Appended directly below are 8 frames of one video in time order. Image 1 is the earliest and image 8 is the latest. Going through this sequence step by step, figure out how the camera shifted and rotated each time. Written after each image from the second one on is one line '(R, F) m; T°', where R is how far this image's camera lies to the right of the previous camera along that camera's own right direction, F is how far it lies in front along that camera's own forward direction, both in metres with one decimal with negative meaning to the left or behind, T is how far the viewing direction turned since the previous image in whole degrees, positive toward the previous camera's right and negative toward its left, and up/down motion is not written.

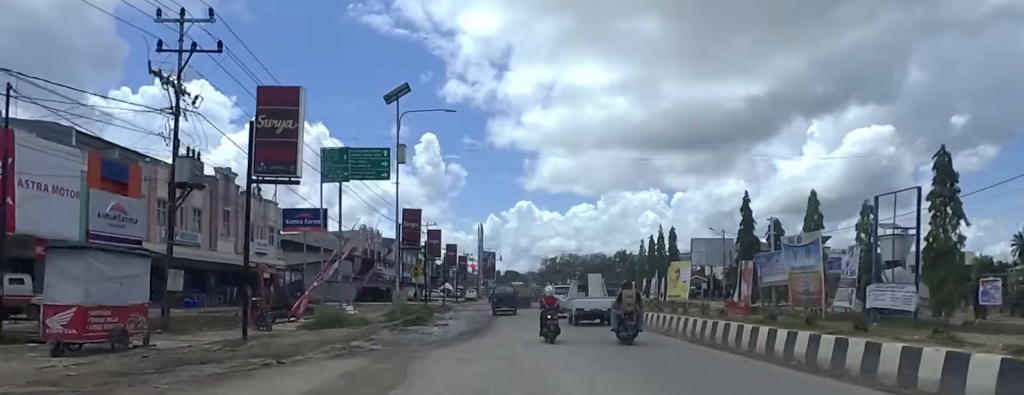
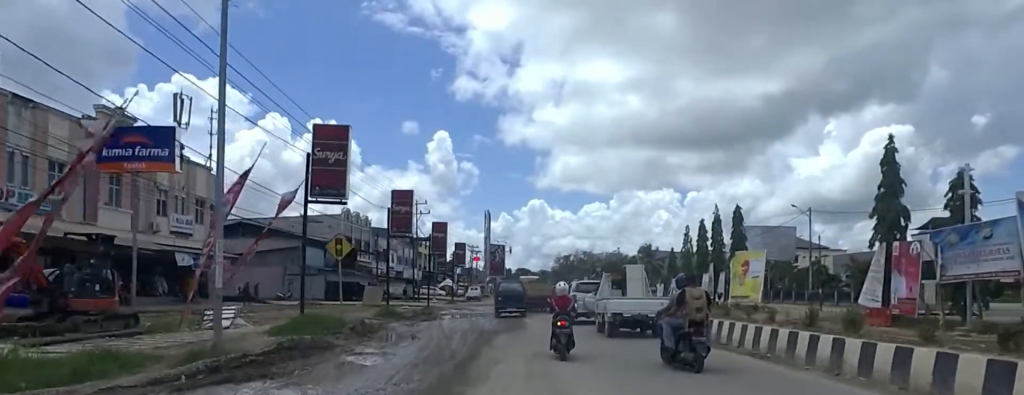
(0.0, +15.9) m; 0°
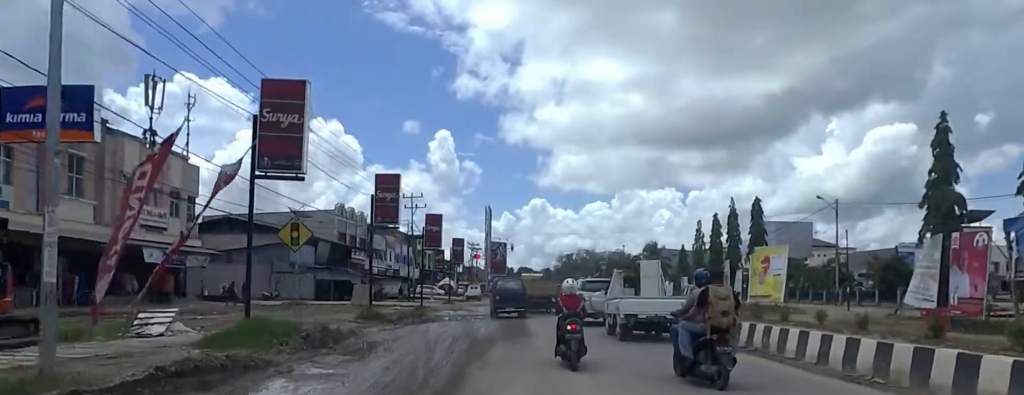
(0.0, +3.4) m; 0°
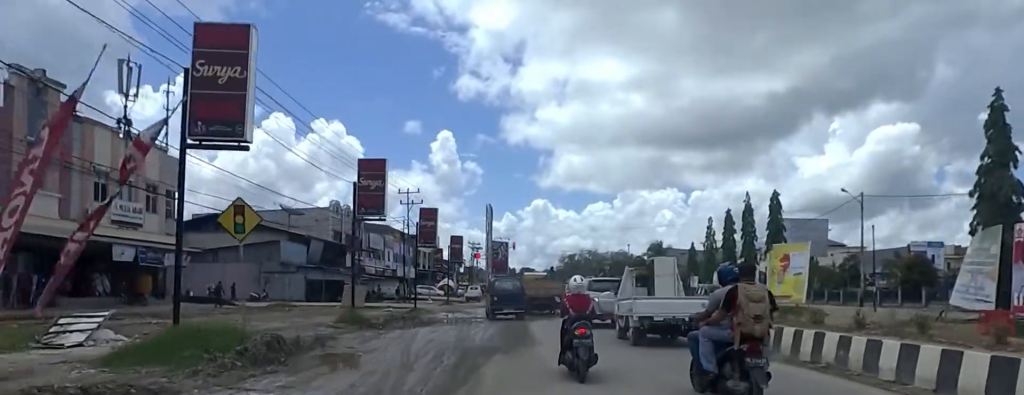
(0.0, +2.7) m; 0°
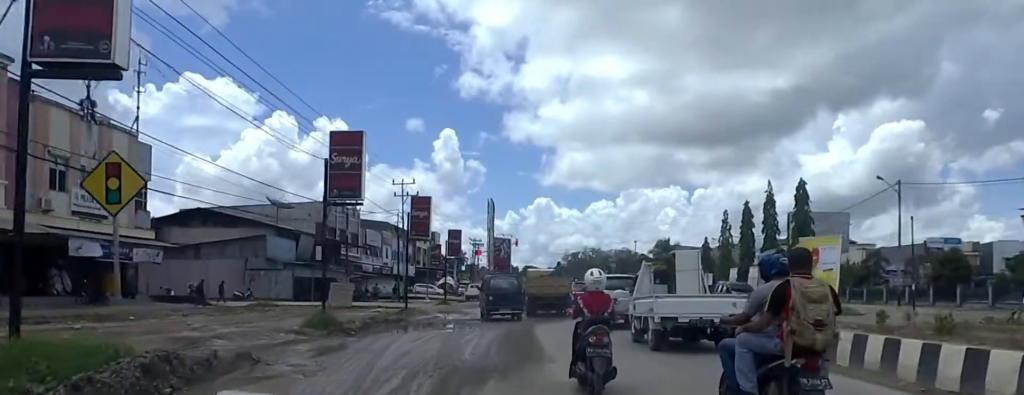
(0.0, +3.2) m; 0°
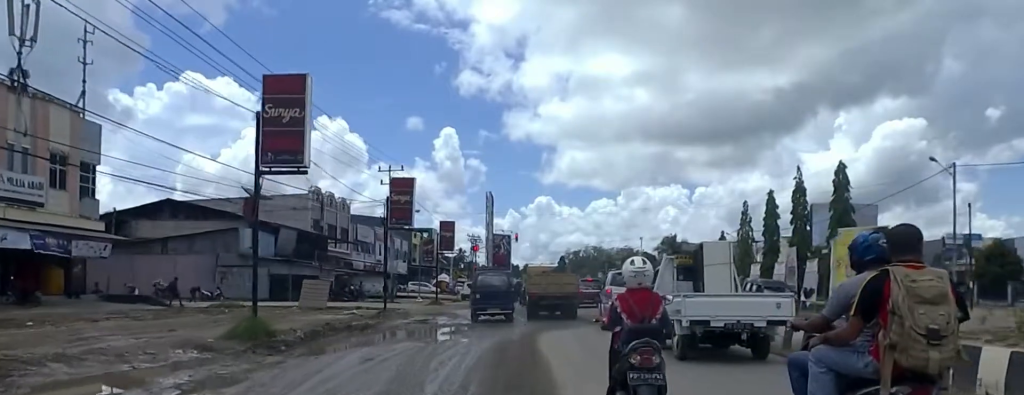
(0.0, +4.5) m; 0°
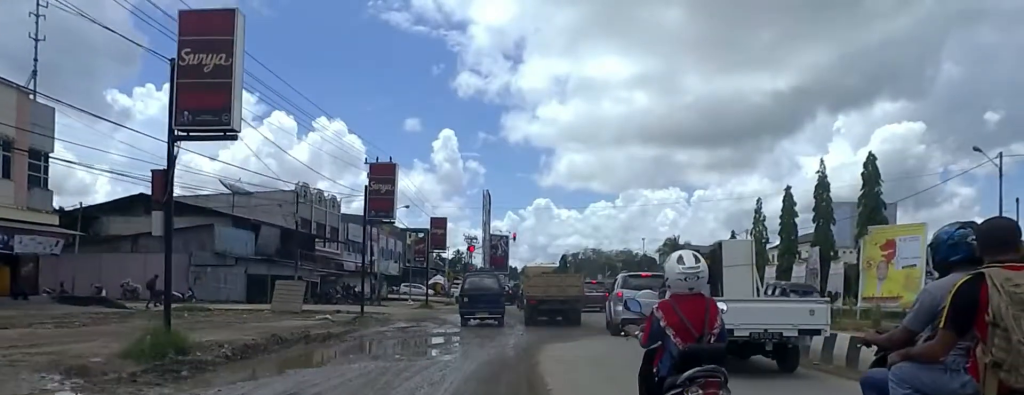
(0.0, +3.2) m; 0°
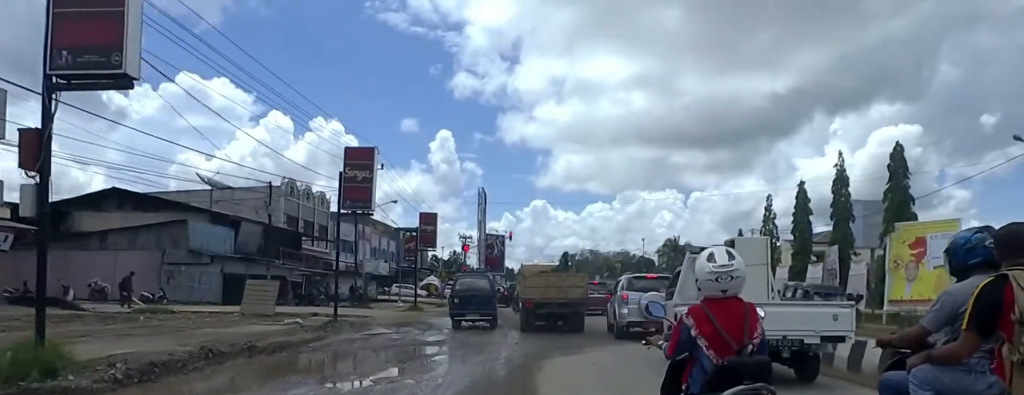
(0.0, +2.6) m; 0°
